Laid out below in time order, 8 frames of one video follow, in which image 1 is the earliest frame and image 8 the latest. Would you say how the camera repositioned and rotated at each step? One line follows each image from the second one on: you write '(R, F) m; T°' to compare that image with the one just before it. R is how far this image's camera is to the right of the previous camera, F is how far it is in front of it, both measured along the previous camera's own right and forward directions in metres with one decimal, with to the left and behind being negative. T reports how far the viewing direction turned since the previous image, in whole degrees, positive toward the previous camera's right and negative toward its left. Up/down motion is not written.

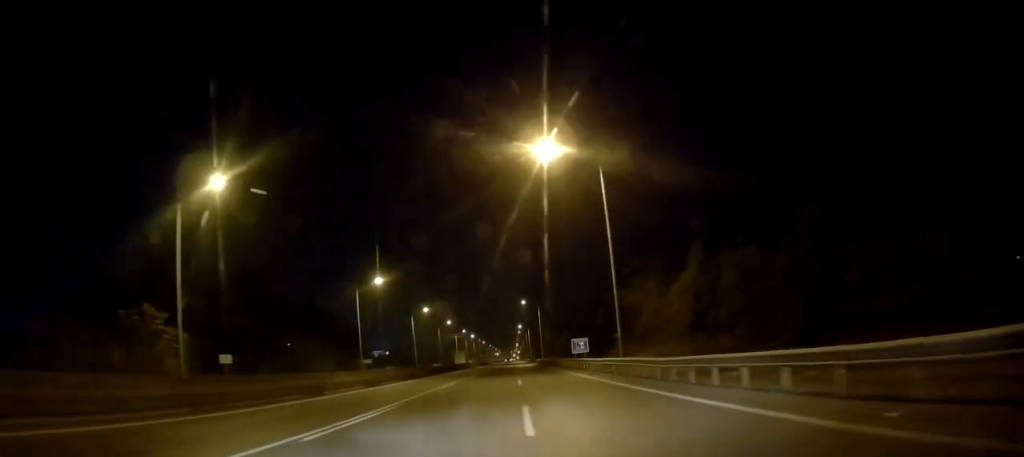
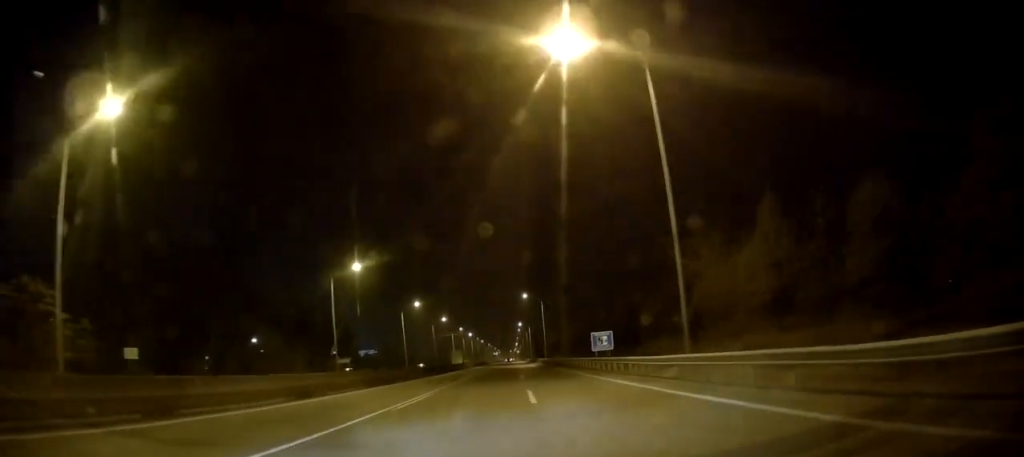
(+0.1, +11.8) m; -1°
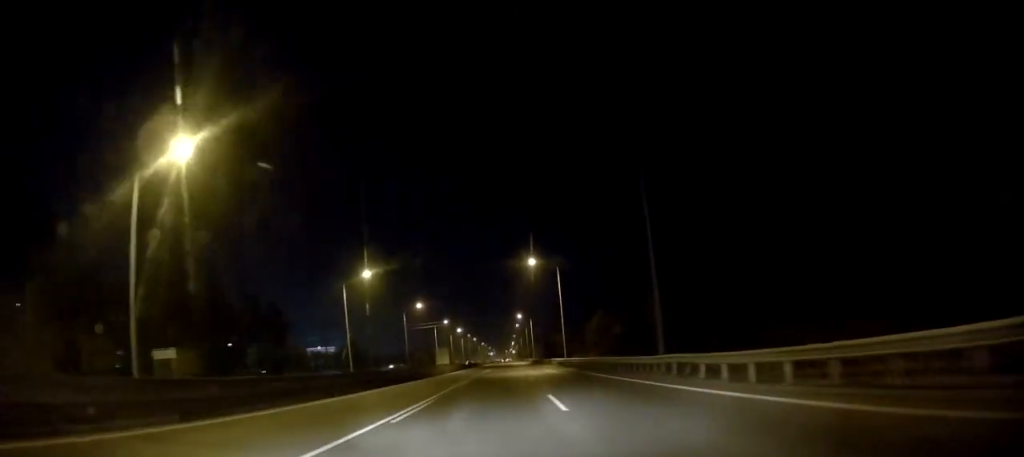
(0.0, +39.3) m; +1°
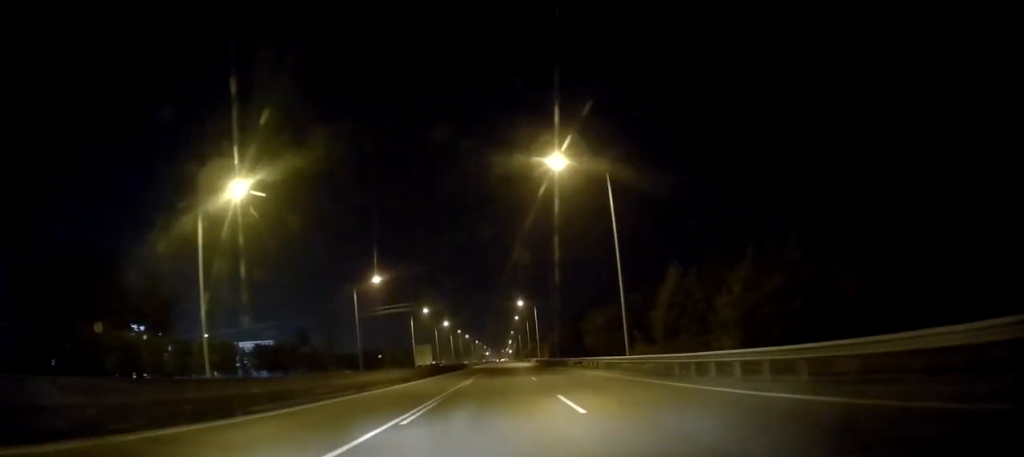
(+0.4, +36.6) m; 0°
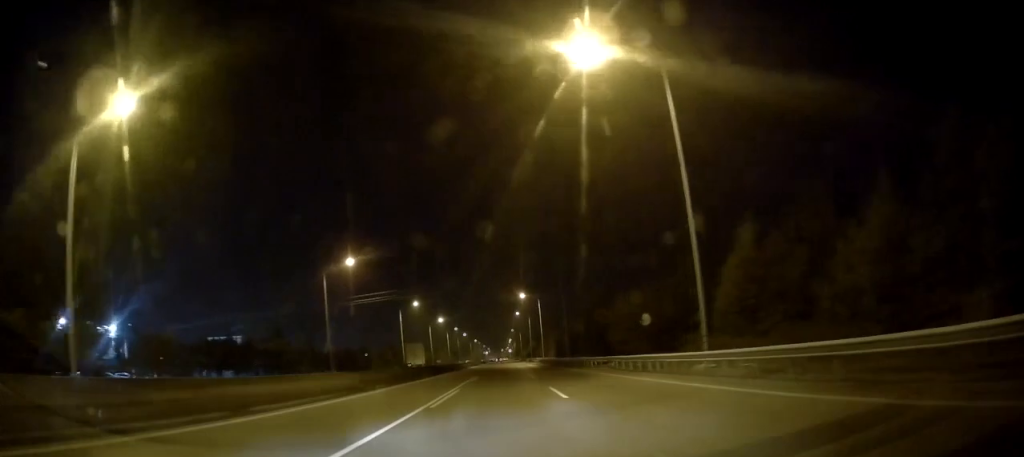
(-0.1, +13.6) m; 0°
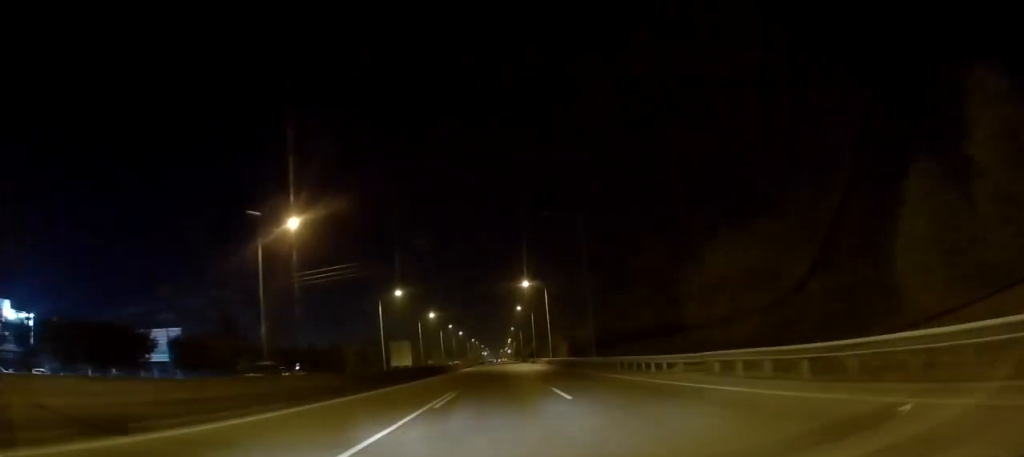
(0.0, +18.3) m; +1°
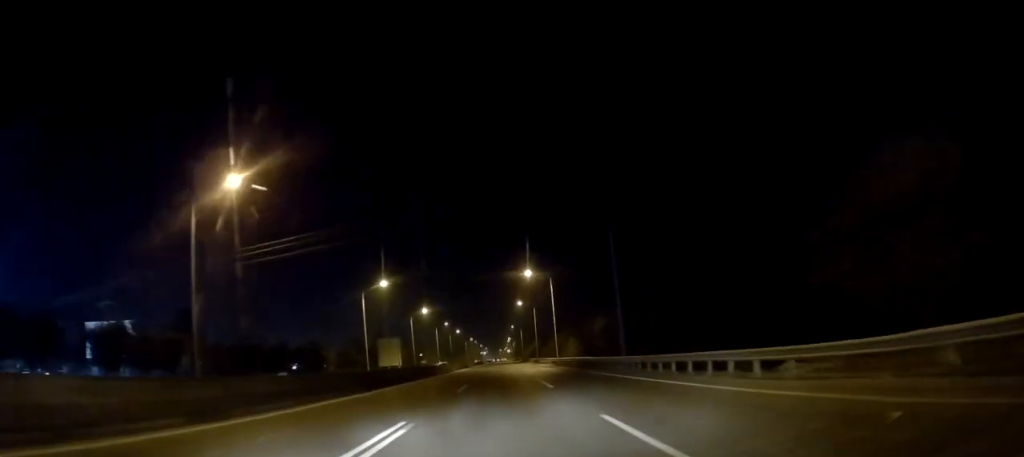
(+0.2, +11.2) m; 0°
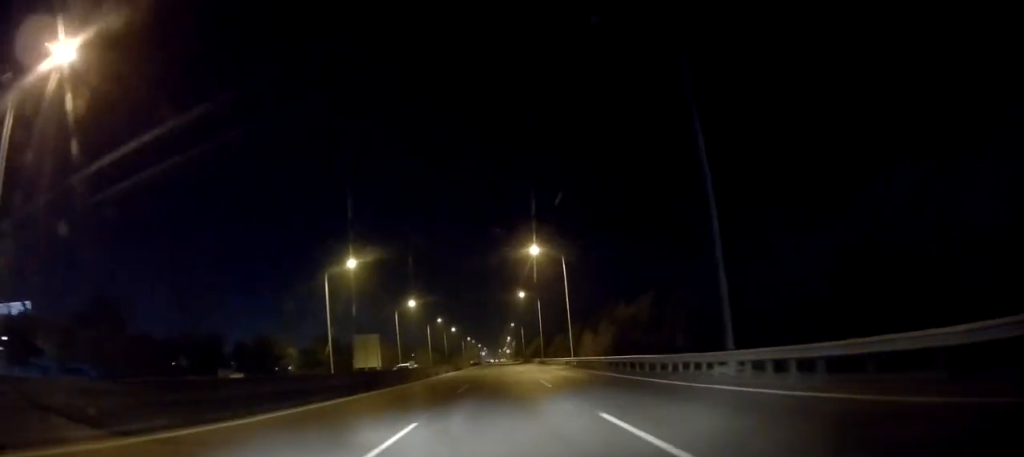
(+0.1, +17.5) m; 0°
